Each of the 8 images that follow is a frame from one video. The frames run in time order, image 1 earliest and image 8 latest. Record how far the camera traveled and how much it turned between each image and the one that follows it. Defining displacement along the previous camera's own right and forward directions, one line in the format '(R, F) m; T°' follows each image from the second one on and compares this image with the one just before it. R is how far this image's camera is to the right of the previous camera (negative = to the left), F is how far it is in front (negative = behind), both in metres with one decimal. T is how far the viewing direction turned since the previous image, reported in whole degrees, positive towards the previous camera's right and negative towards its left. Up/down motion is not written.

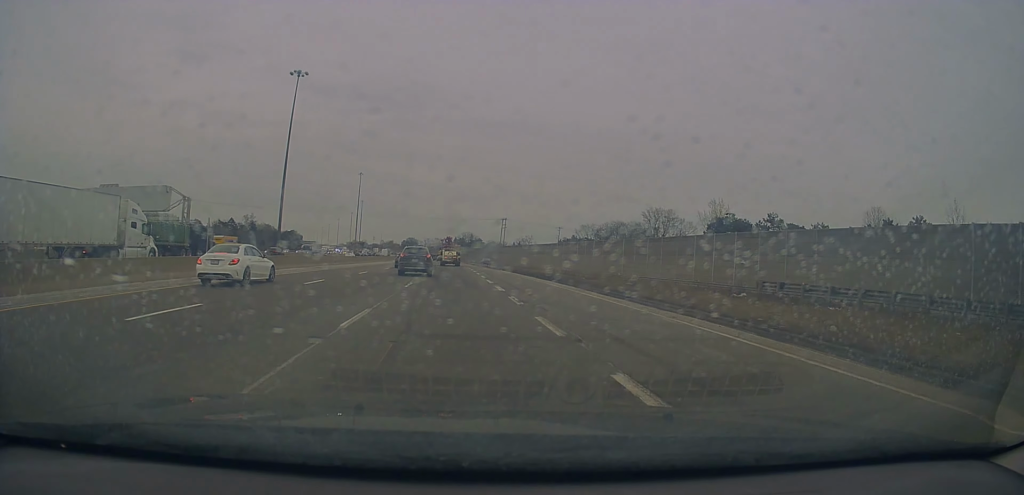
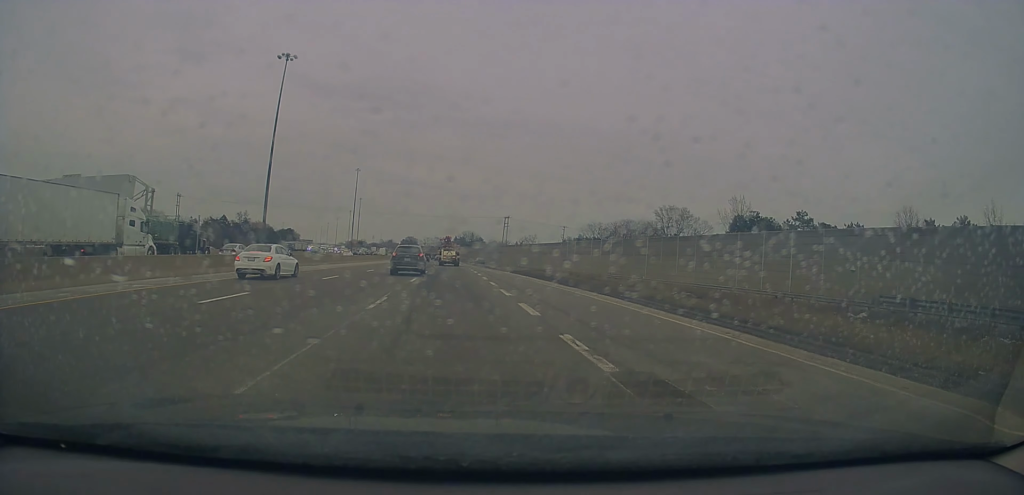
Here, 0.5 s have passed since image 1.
(+0.1, +8.6) m; +1°
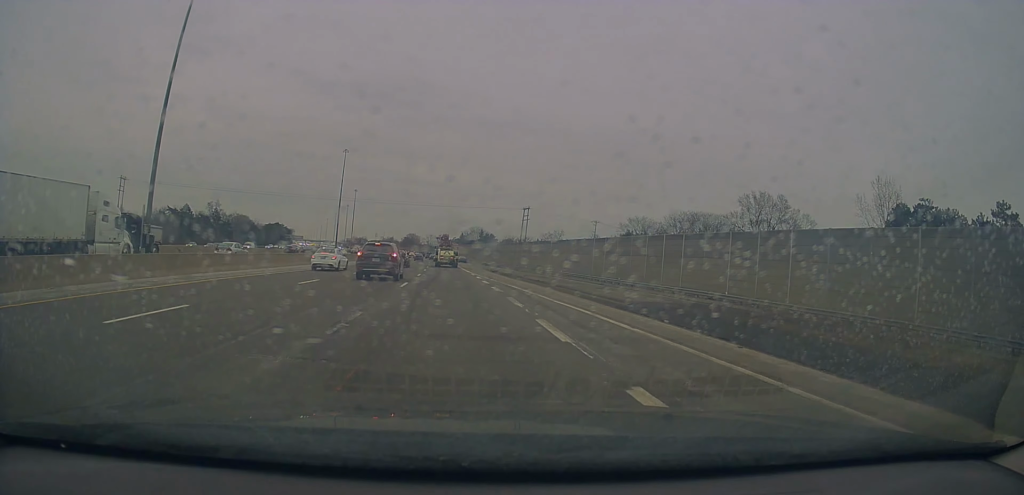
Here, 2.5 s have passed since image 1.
(0.0, +39.5) m; 0°
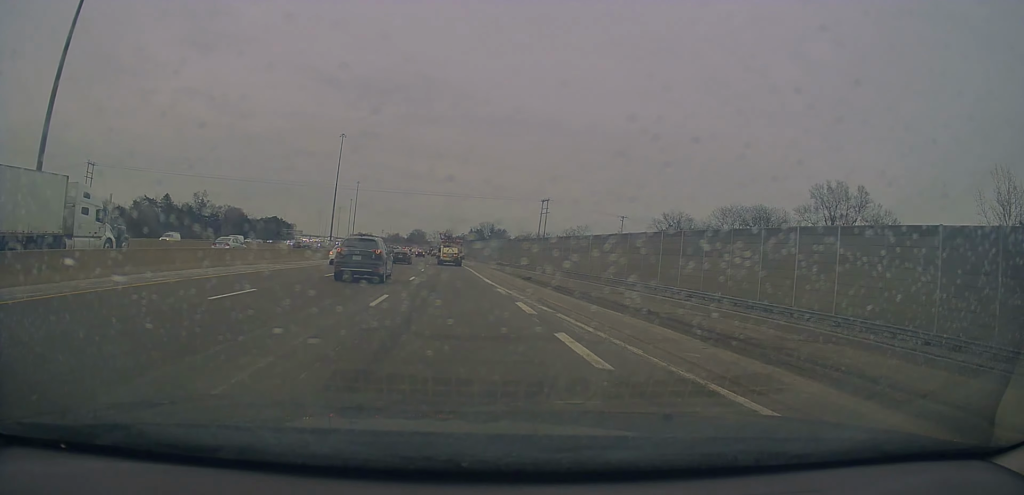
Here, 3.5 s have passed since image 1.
(-0.1, +20.0) m; -1°
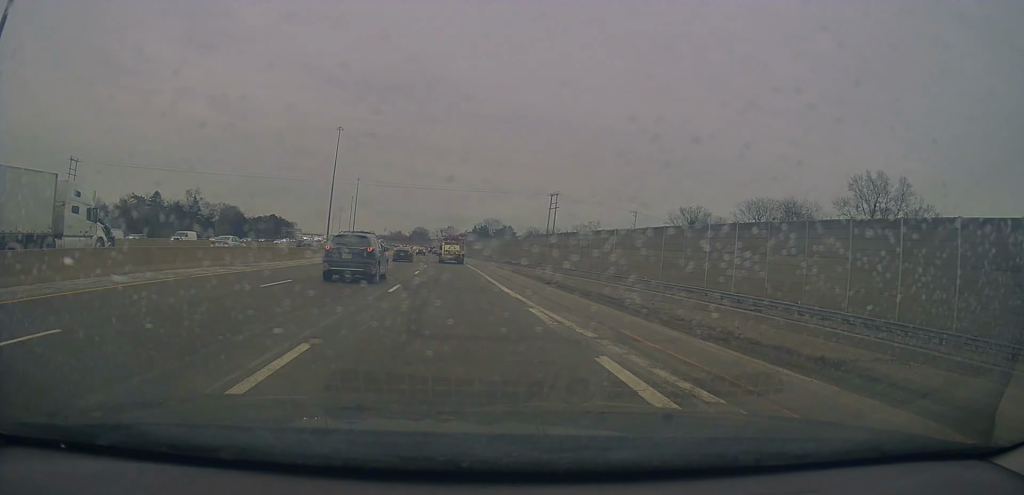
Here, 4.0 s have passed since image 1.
(-0.2, +9.2) m; 0°
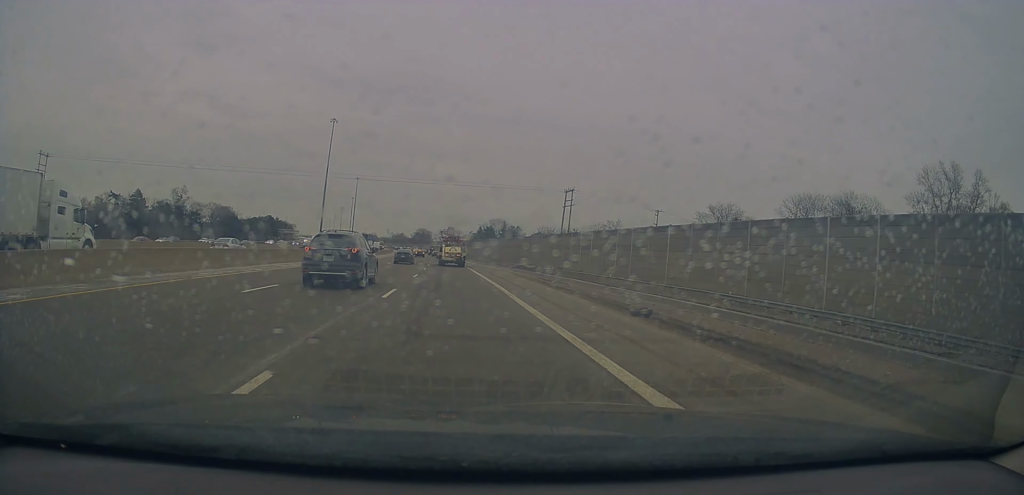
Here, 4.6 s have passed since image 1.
(-0.1, +14.3) m; 0°
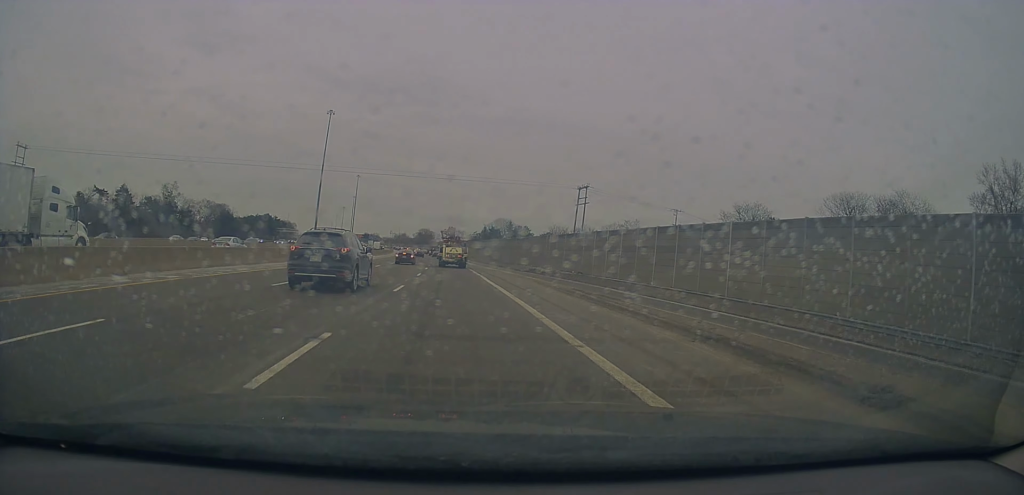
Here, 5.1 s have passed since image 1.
(+0.3, +10.1) m; 0°
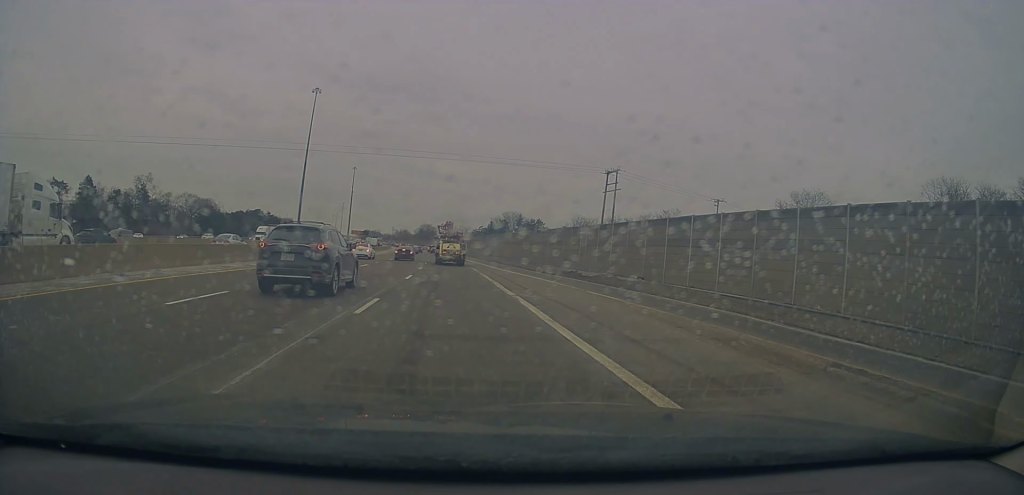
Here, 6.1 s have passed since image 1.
(-0.3, +20.8) m; -1°
